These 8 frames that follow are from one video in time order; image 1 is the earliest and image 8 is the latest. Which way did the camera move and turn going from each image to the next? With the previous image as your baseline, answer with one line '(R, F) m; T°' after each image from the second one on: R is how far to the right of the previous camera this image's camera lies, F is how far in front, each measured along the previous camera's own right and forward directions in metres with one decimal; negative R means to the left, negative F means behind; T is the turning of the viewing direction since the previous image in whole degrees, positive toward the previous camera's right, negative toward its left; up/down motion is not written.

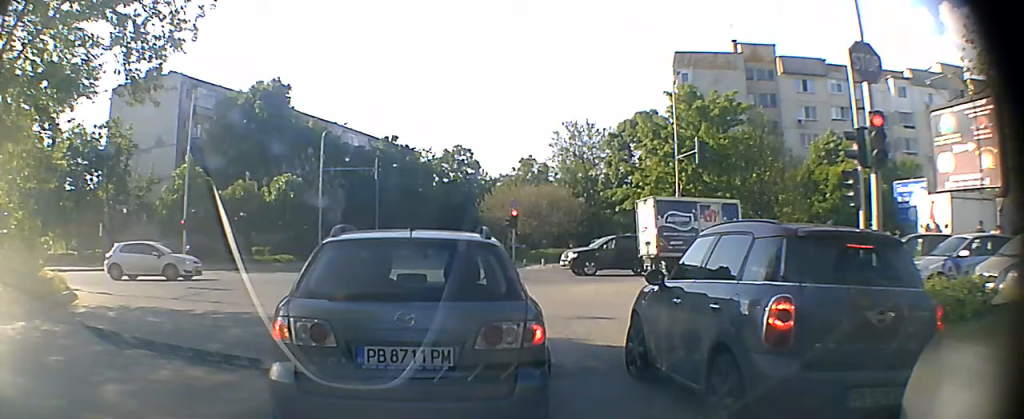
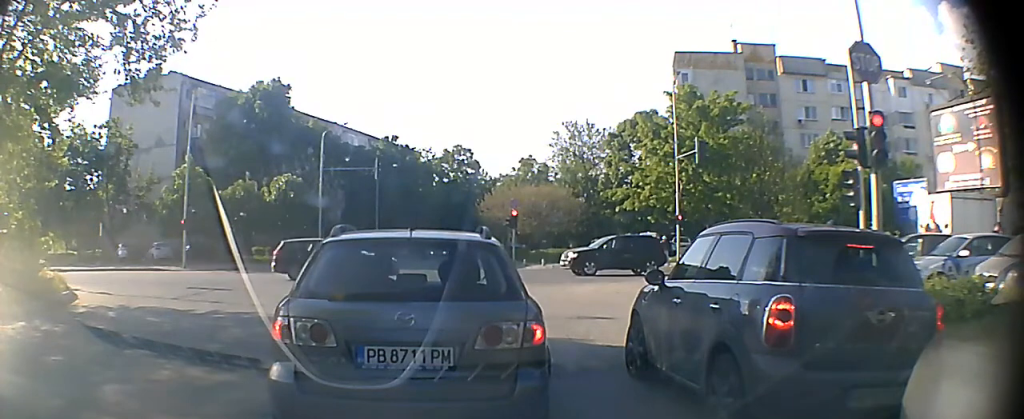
(0.0, 0.0) m; 0°
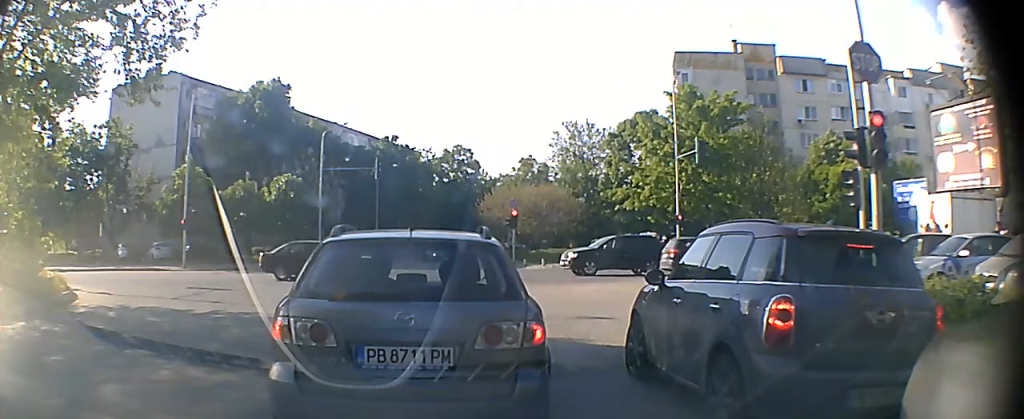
(0.0, 0.0) m; 0°
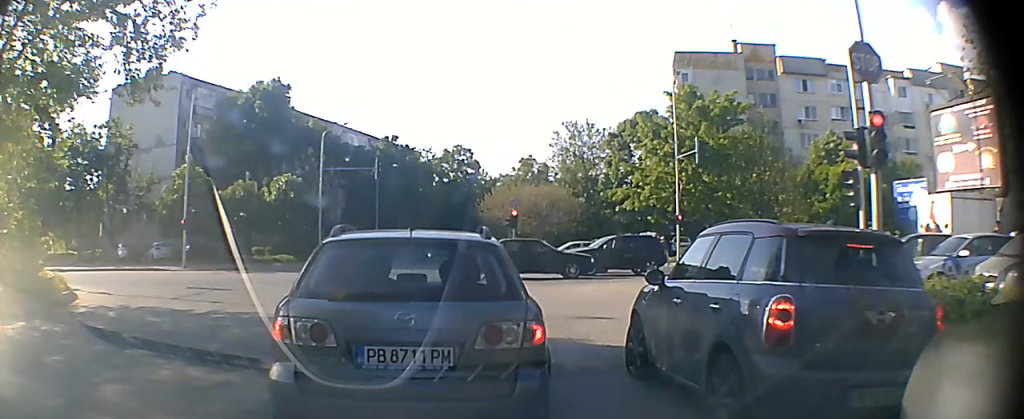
(0.0, 0.0) m; 0°
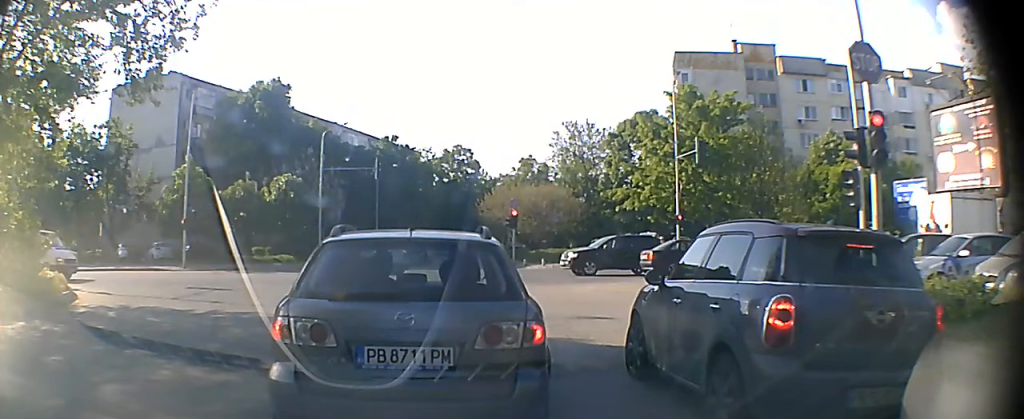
(0.0, 0.0) m; 0°
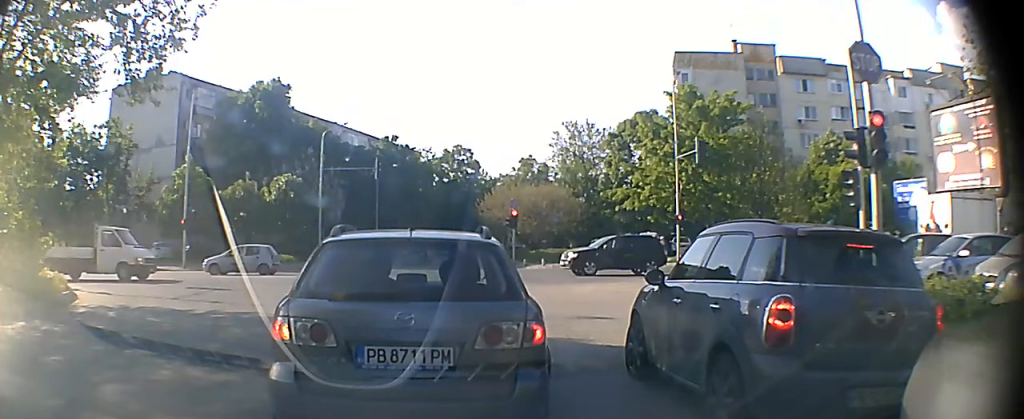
(0.0, 0.0) m; 0°
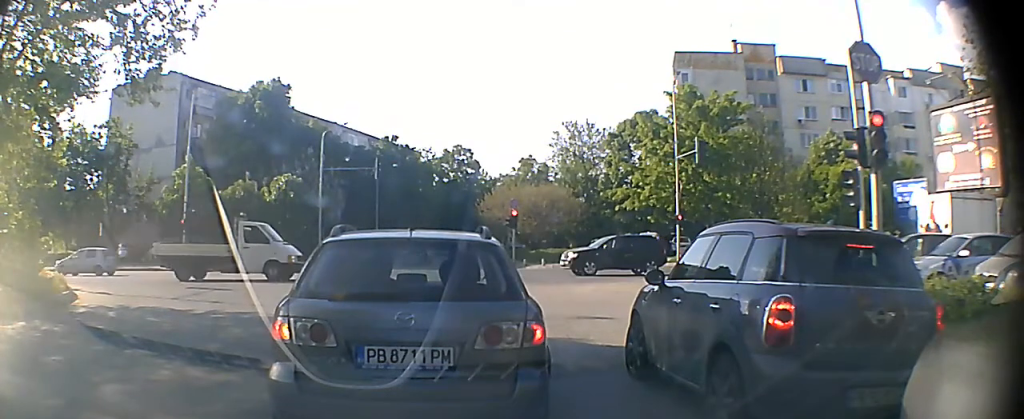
(0.0, 0.0) m; 0°
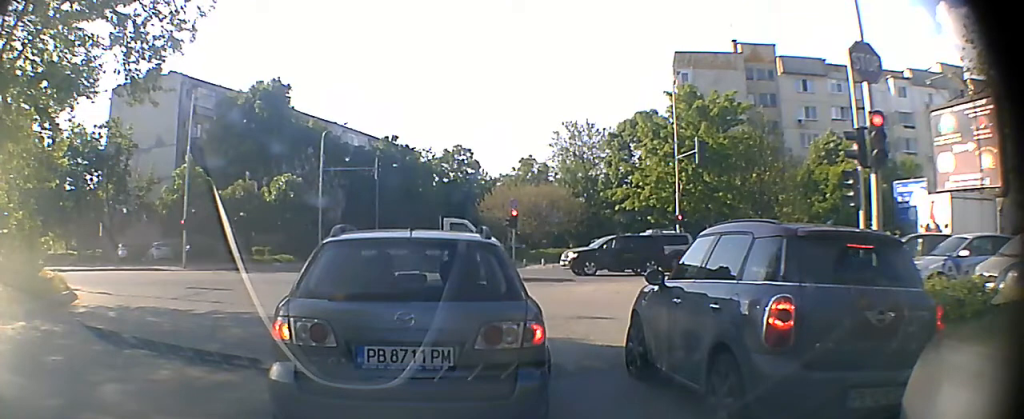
(0.0, 0.0) m; 0°
